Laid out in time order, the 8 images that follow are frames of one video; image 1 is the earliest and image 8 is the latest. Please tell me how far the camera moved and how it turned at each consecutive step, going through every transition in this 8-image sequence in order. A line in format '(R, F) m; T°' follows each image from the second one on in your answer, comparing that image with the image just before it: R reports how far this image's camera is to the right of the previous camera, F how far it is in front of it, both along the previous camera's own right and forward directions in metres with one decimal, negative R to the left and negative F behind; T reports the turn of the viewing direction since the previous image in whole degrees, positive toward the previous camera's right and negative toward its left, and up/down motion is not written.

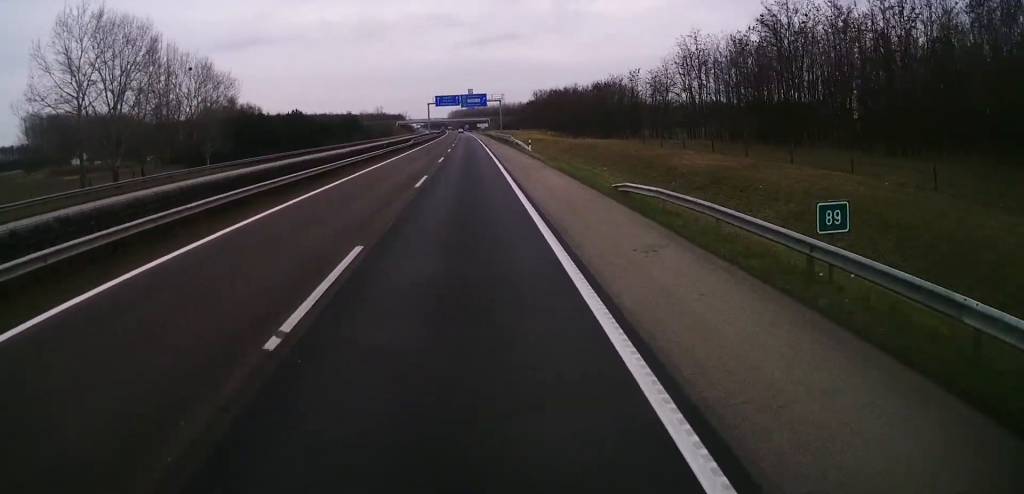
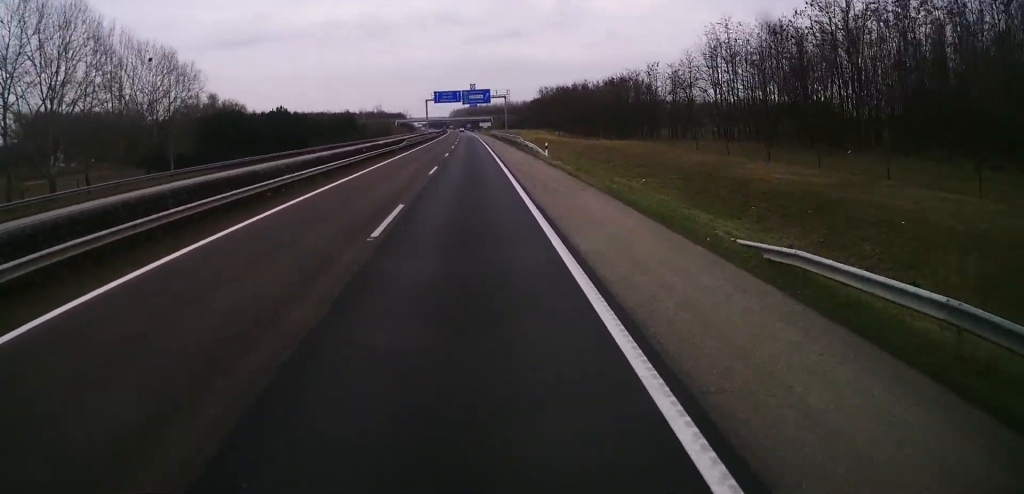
(-0.1, +11.5) m; 0°
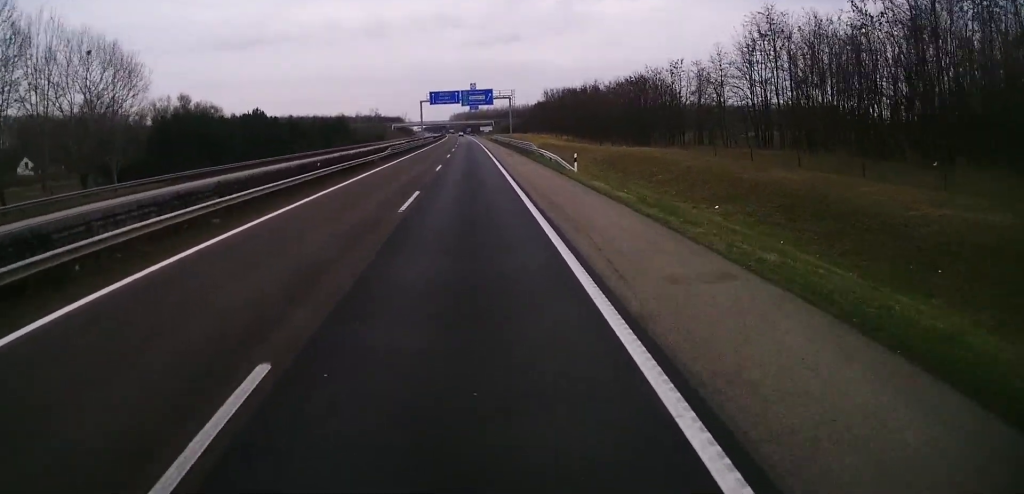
(-0.1, +13.0) m; 0°
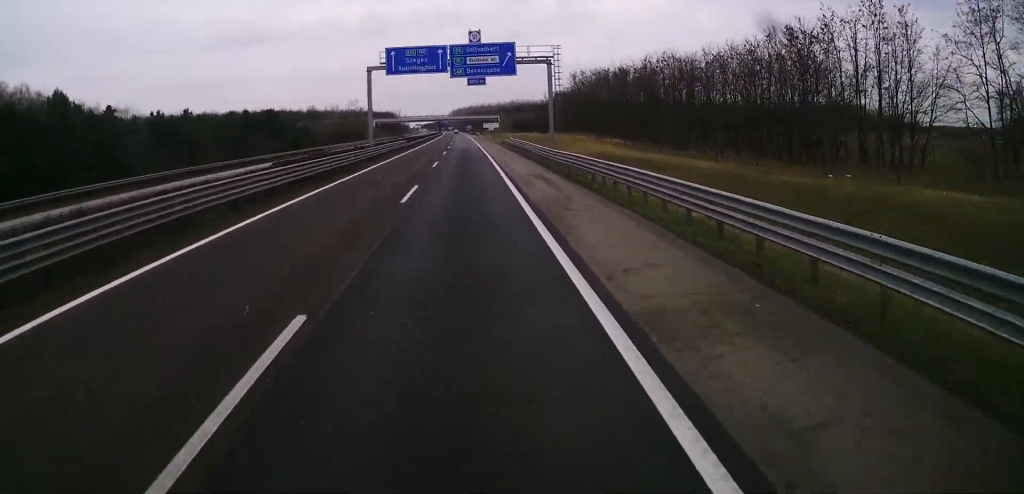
(-0.2, +52.7) m; -1°
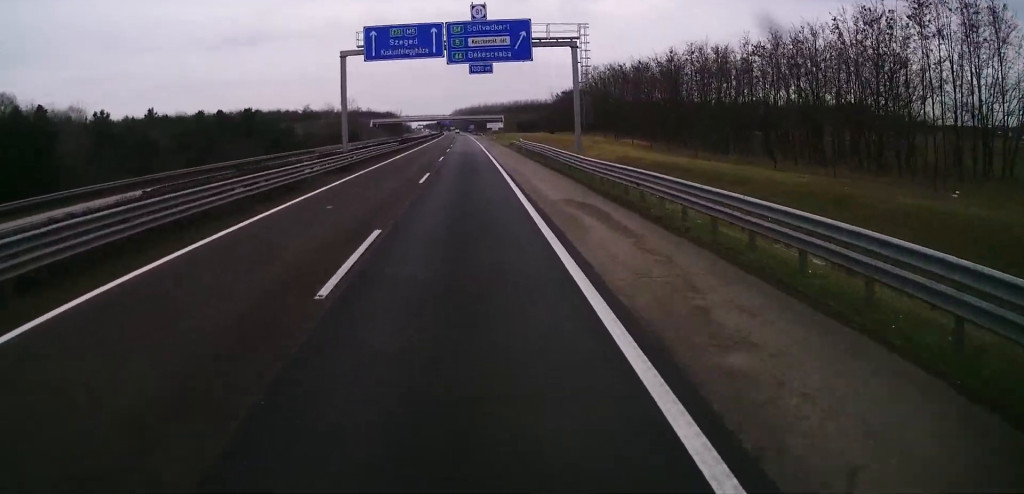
(0.0, +11.5) m; 0°
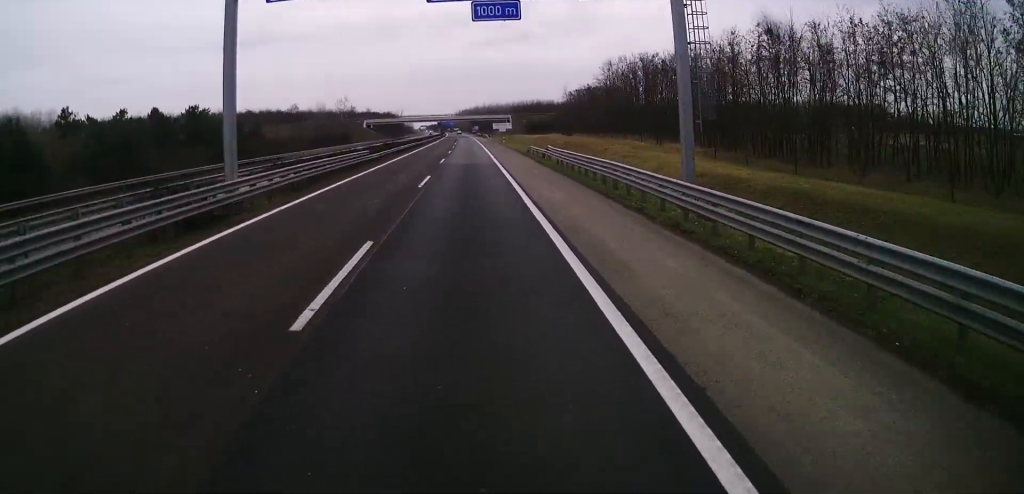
(0.0, +19.9) m; +1°
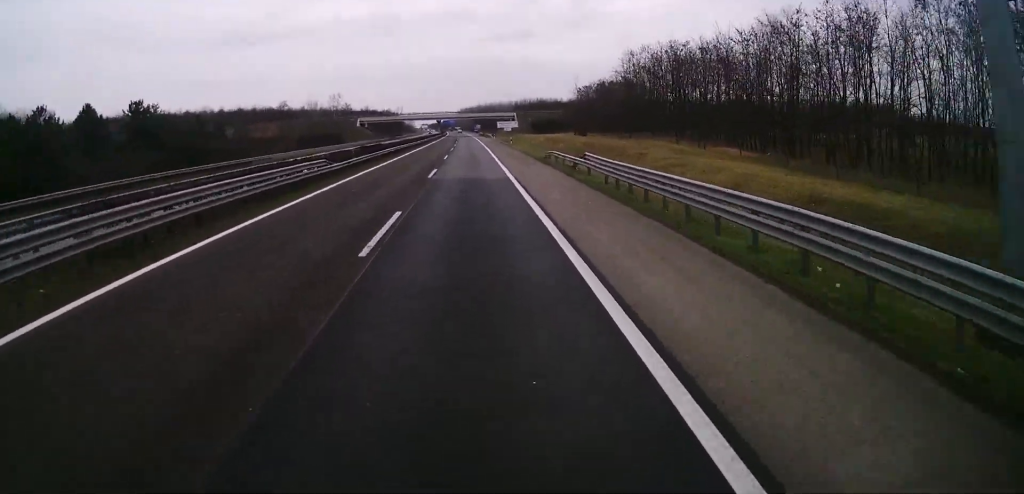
(+0.2, +13.8) m; 0°
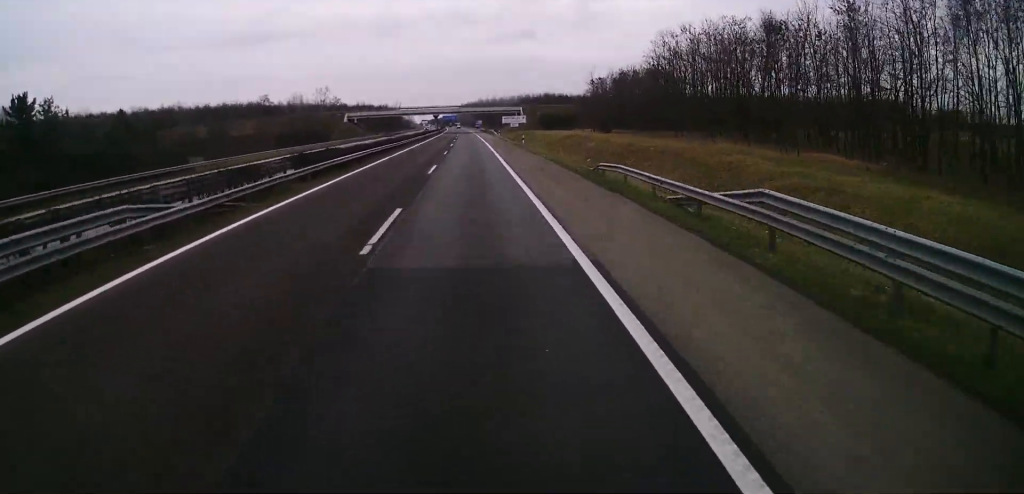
(+0.2, +18.4) m; -1°
